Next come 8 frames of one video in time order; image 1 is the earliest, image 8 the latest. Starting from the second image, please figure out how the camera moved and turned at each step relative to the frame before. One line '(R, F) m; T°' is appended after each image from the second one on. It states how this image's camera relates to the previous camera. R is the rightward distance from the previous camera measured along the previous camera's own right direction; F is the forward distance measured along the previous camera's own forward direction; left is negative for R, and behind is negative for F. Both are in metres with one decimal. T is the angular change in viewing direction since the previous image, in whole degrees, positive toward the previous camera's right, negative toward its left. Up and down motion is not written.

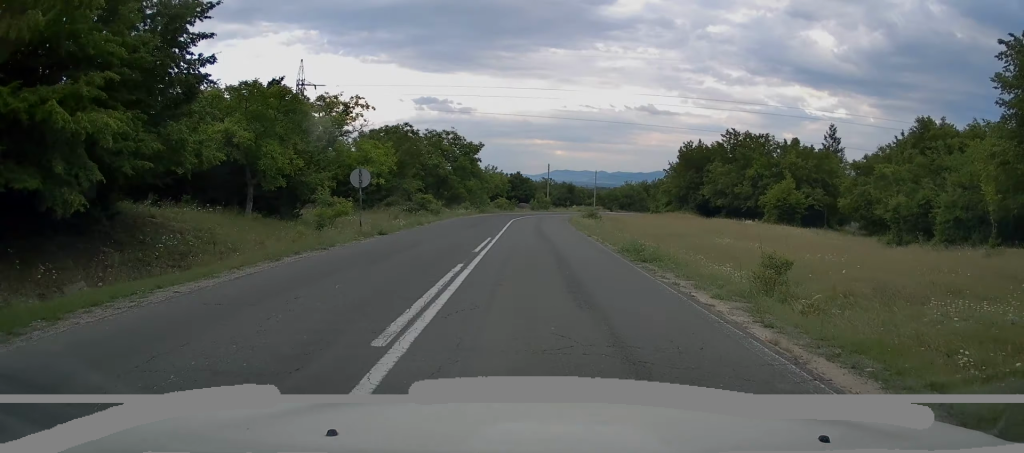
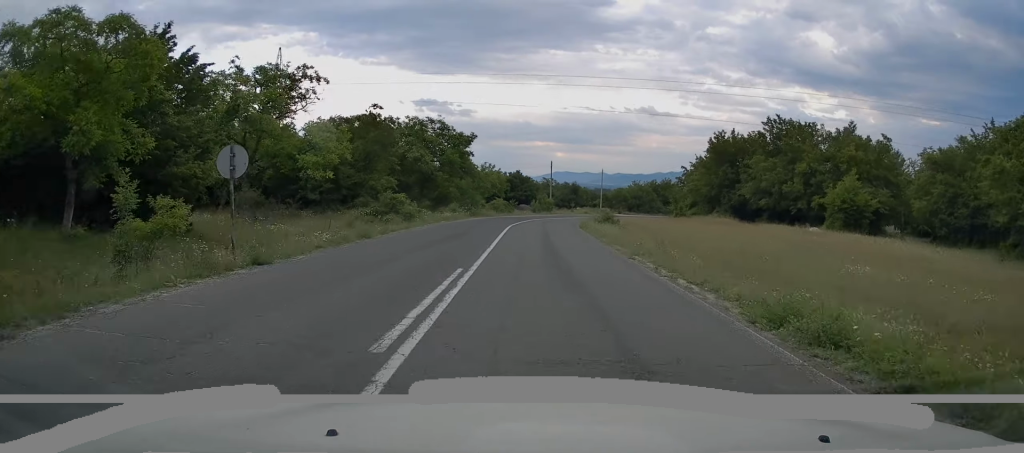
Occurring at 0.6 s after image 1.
(+0.1, +9.6) m; 0°
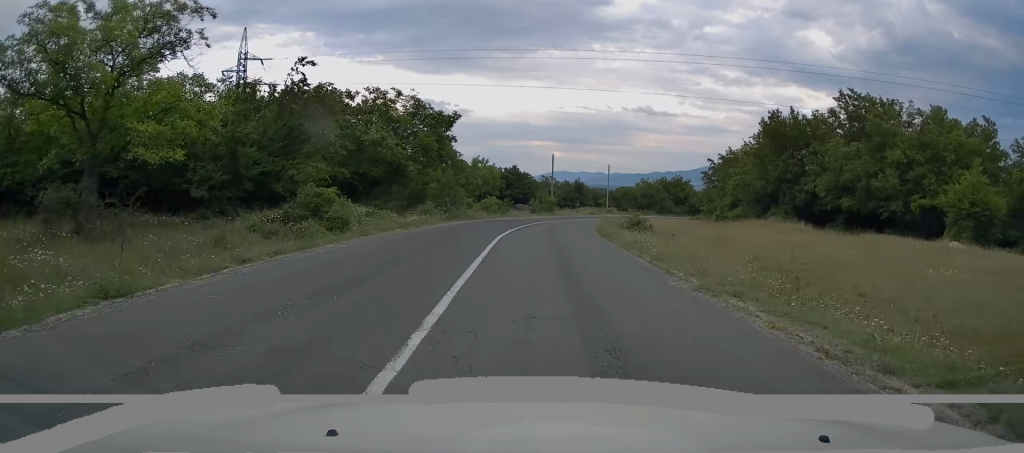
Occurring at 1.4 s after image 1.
(-0.1, +11.6) m; -1°
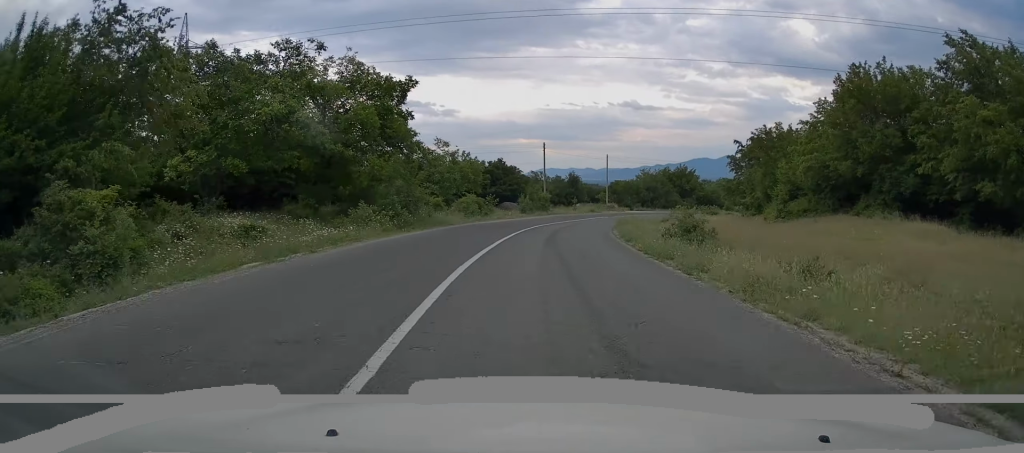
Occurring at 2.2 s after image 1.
(-0.1, +11.6) m; +1°
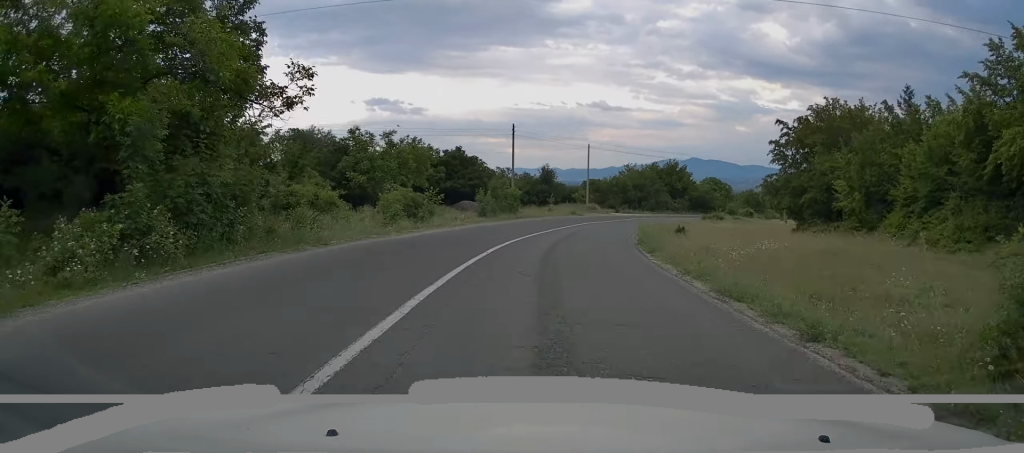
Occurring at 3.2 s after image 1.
(+0.4, +15.0) m; +4°
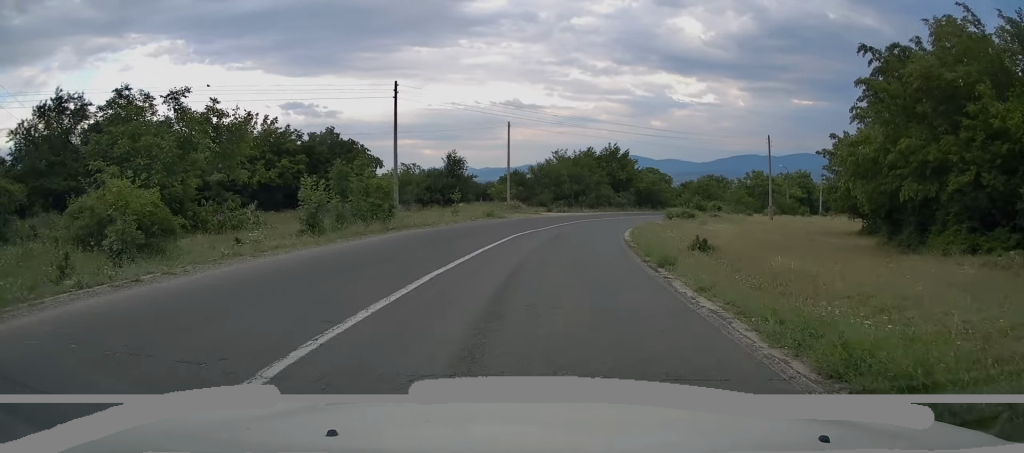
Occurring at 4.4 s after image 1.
(+0.9, +18.3) m; +6°
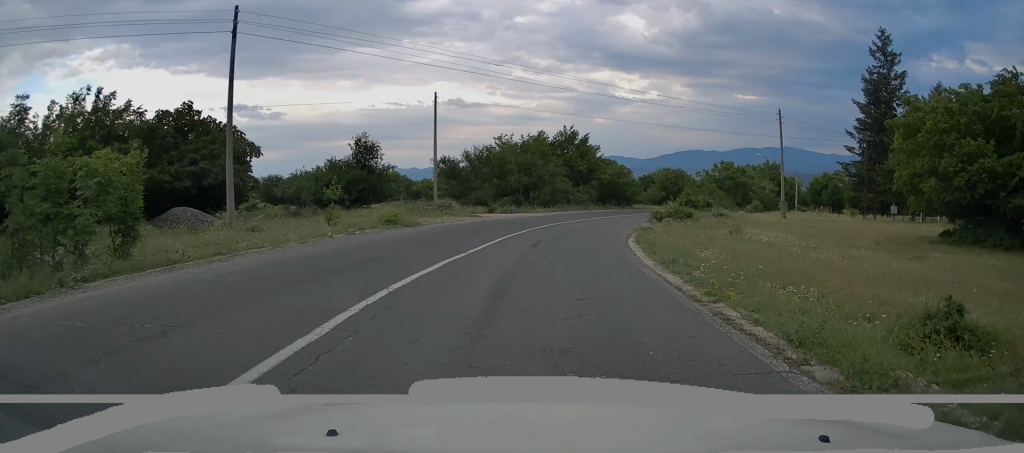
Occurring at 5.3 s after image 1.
(+0.6, +13.9) m; +5°
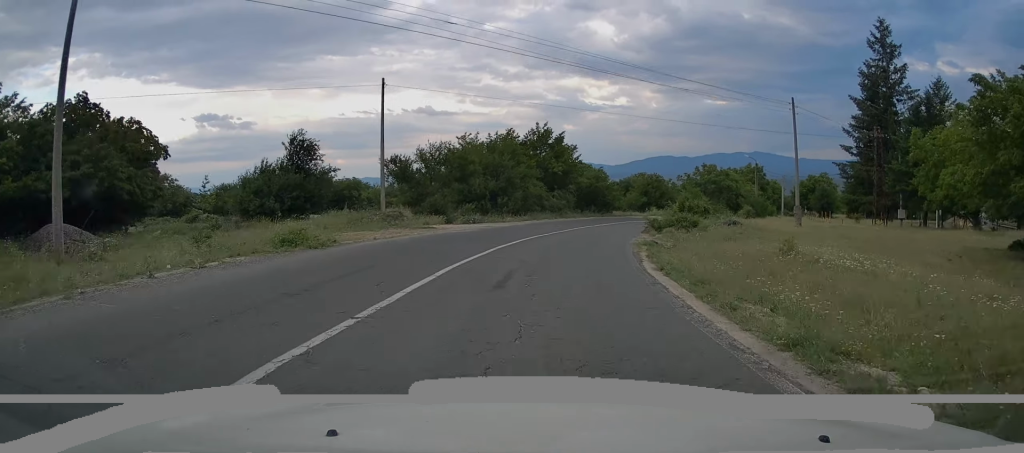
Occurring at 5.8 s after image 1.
(+0.2, +7.0) m; +3°
